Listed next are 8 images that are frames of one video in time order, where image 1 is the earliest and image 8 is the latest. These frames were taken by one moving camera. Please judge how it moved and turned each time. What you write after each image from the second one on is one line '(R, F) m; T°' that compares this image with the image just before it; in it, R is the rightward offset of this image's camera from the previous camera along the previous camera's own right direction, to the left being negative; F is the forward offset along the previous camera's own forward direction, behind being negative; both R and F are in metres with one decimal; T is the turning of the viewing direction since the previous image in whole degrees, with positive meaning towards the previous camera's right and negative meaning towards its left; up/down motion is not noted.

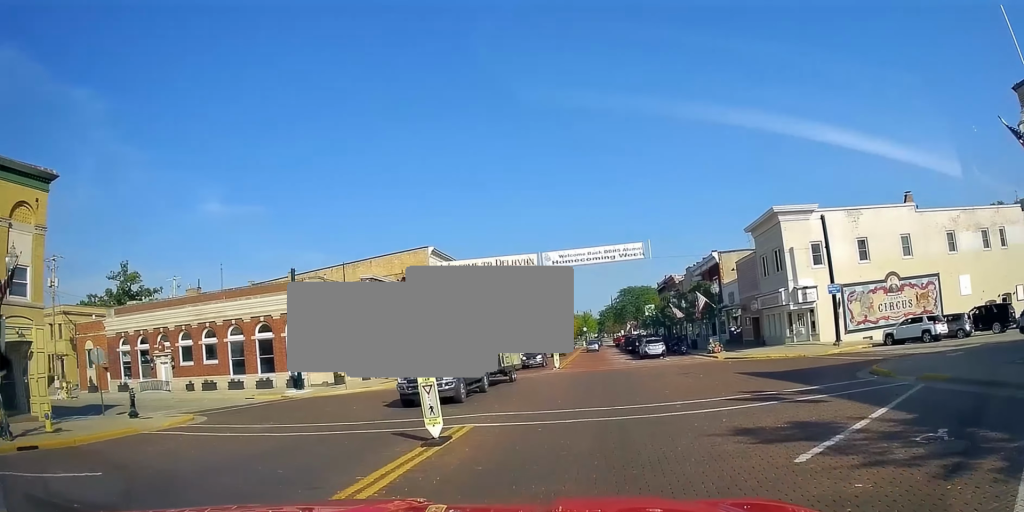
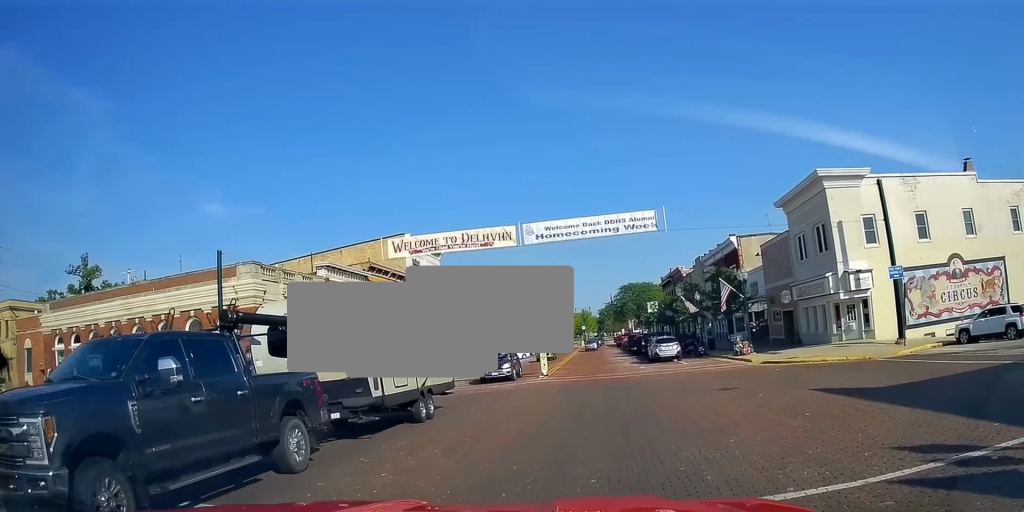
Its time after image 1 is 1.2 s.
(0.0, +9.0) m; 0°
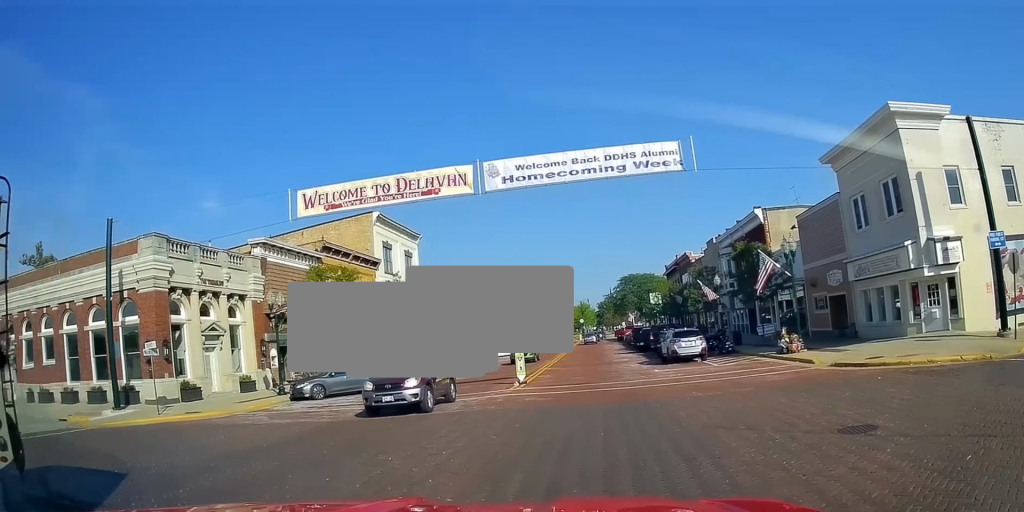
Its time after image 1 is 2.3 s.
(0.0, +9.0) m; +1°
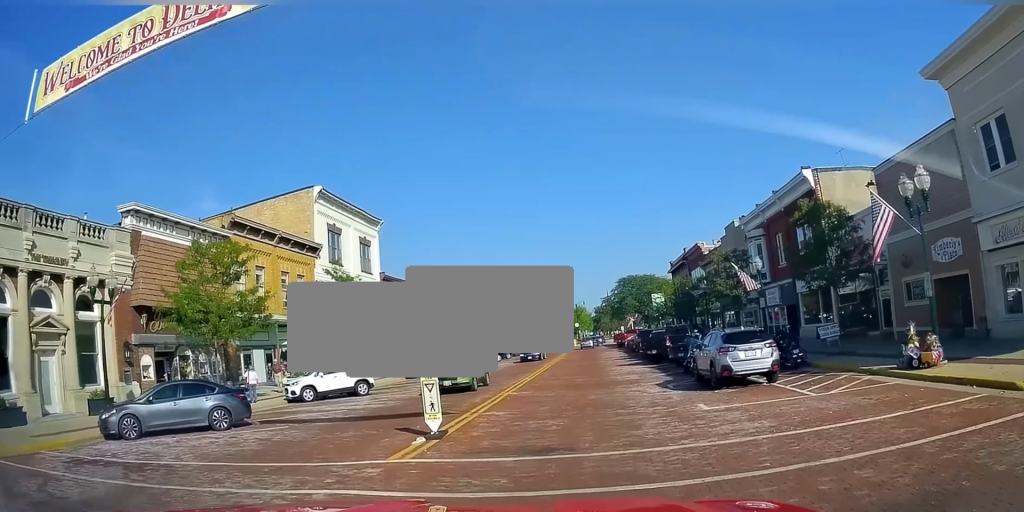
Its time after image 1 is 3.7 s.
(+0.5, +10.9) m; +1°
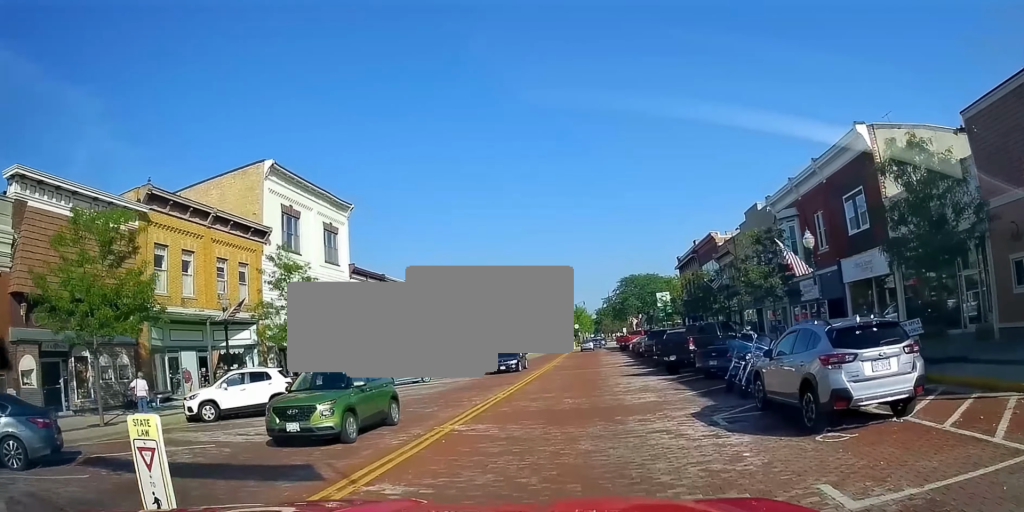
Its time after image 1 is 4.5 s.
(-0.3, +6.9) m; -3°
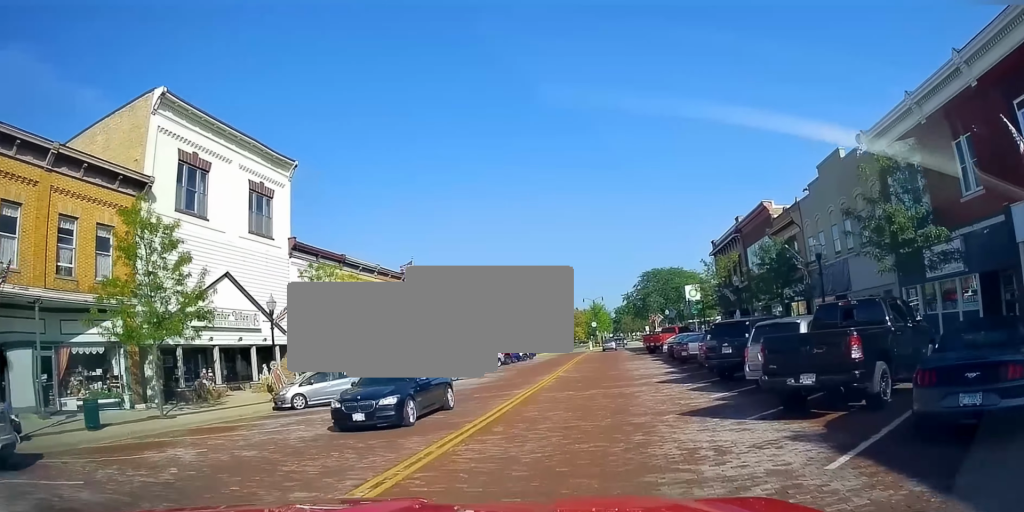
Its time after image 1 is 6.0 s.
(-0.2, +12.9) m; +1°
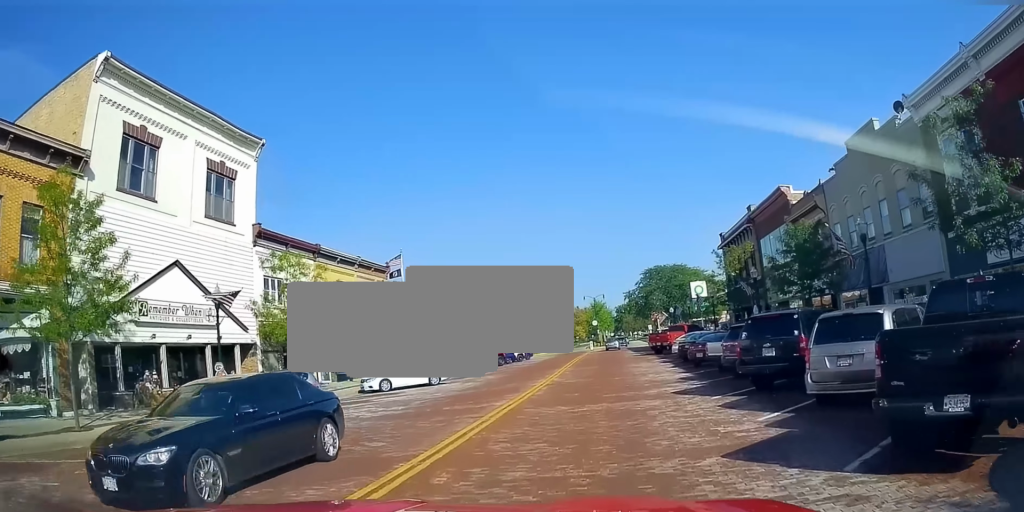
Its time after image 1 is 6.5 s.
(0.0, +4.4) m; 0°
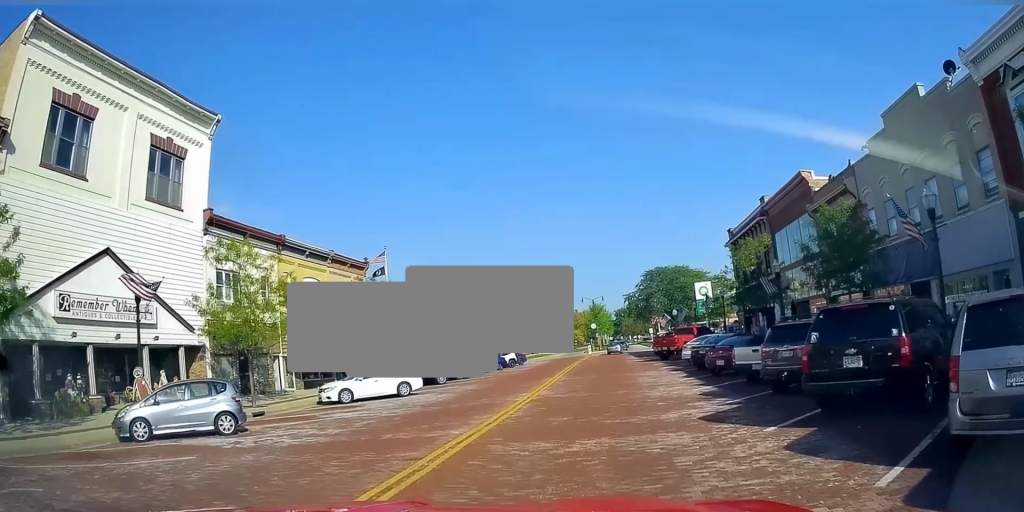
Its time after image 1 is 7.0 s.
(0.0, +4.7) m; 0°
